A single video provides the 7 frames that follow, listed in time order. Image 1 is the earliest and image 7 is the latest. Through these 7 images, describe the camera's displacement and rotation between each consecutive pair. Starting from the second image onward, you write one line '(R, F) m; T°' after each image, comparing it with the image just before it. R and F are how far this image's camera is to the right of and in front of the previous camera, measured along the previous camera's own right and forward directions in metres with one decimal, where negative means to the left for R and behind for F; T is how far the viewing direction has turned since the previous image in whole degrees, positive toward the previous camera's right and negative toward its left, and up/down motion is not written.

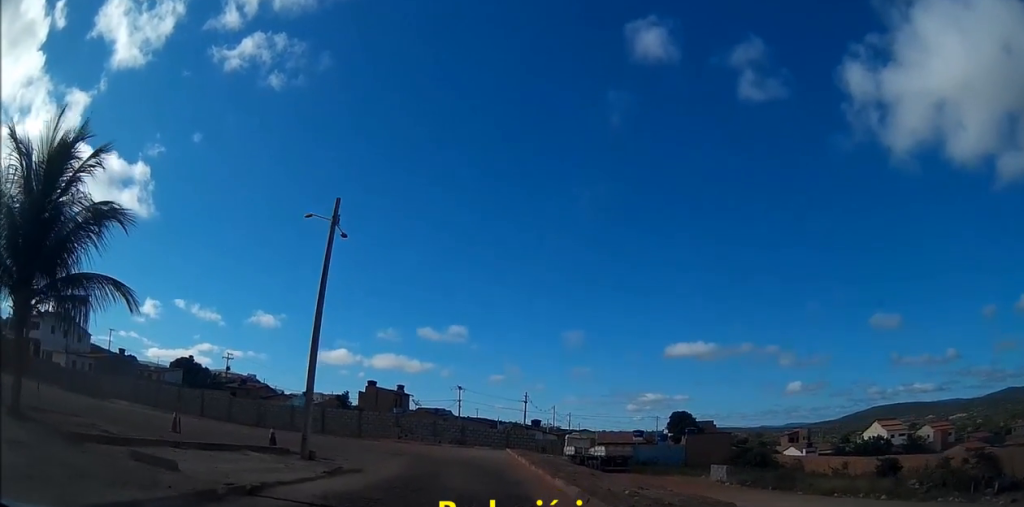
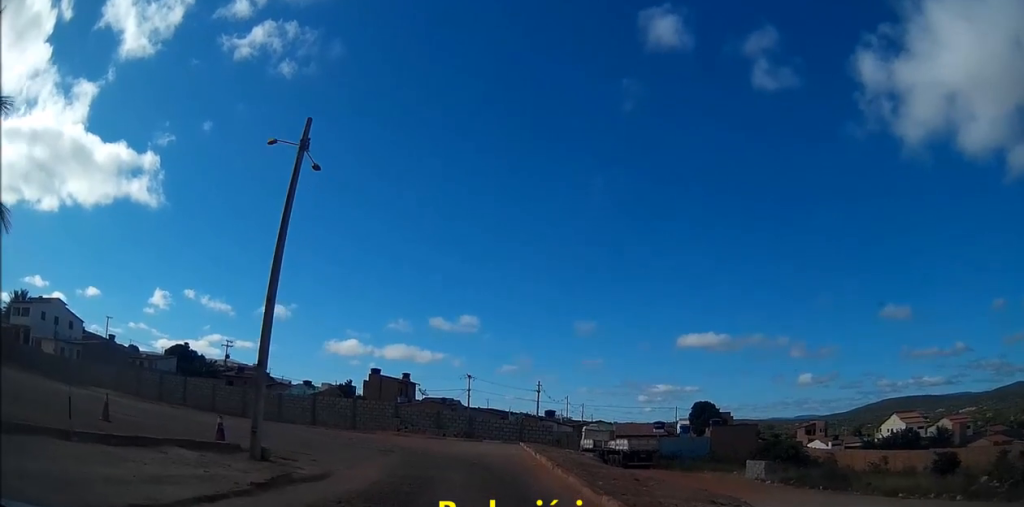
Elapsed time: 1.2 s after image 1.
(+0.2, +4.9) m; -2°
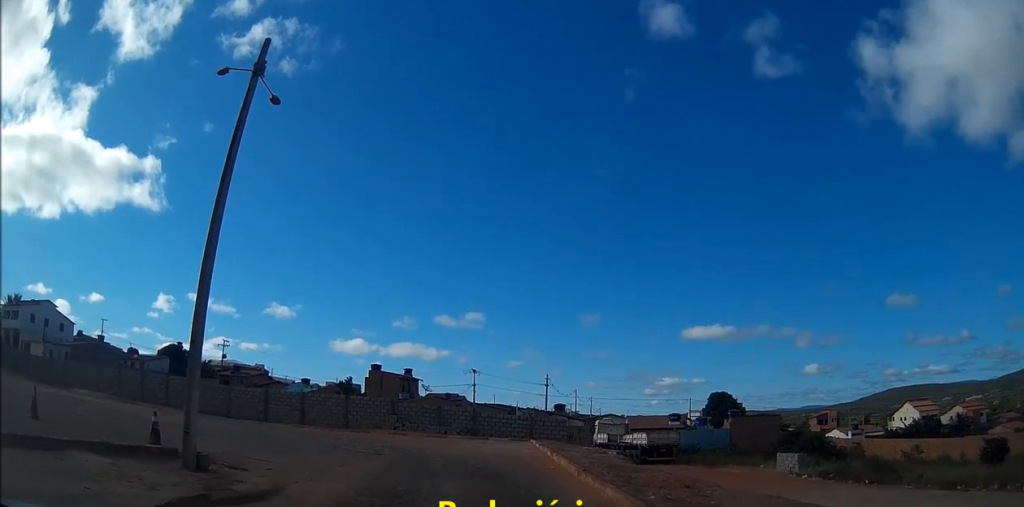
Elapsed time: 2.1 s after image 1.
(-0.3, +4.0) m; -4°
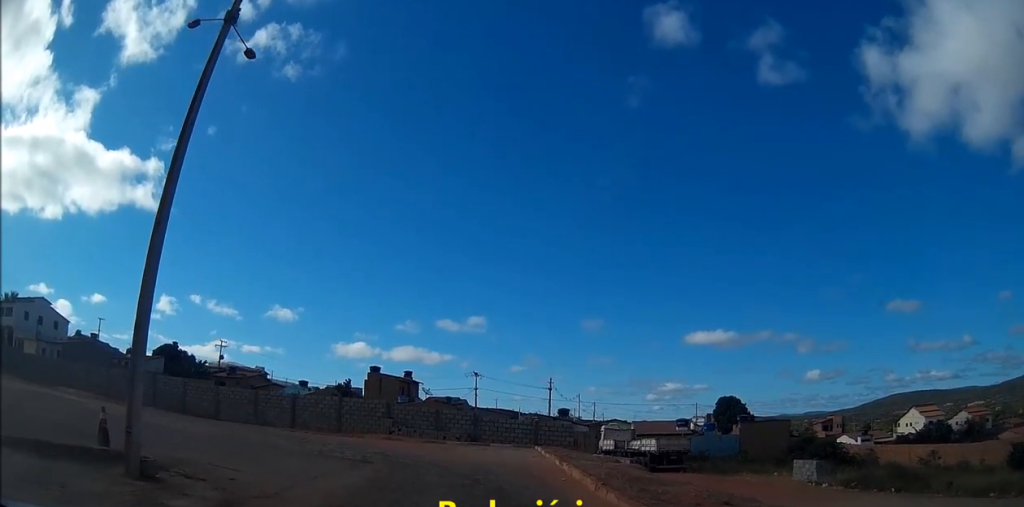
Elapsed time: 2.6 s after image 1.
(0.0, +2.3) m; 0°
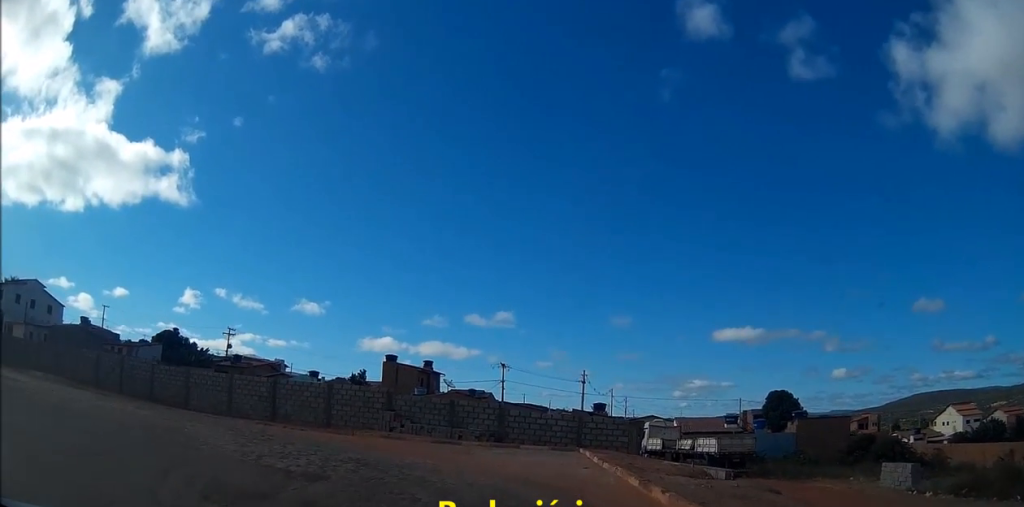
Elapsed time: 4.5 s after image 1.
(0.0, +7.4) m; -1°
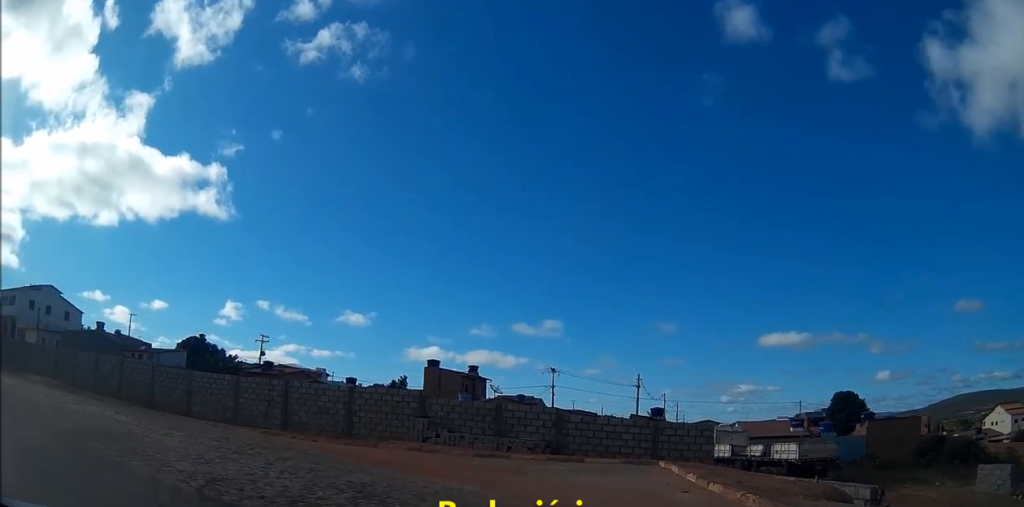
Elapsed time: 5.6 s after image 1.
(0.0, +4.4) m; -5°
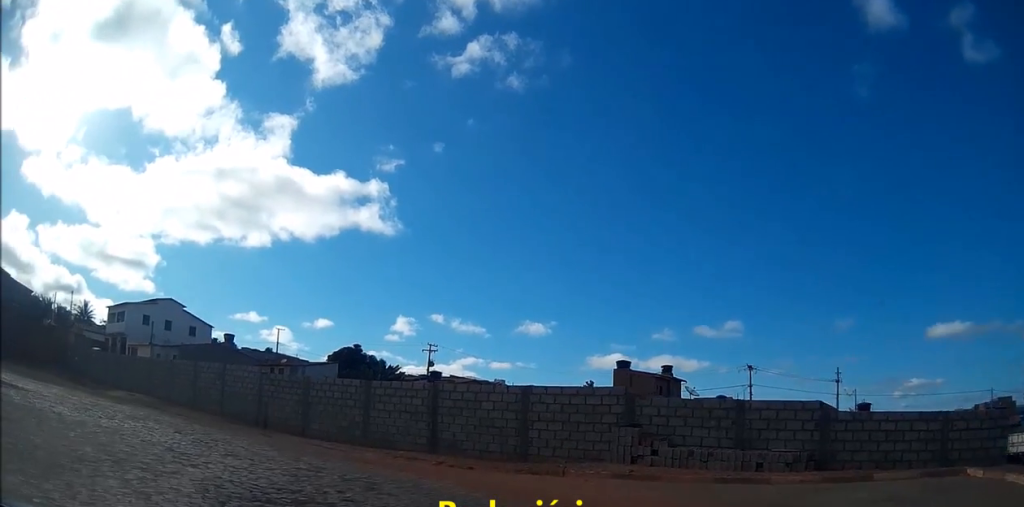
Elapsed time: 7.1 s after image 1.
(-0.7, +6.3) m; -15°
